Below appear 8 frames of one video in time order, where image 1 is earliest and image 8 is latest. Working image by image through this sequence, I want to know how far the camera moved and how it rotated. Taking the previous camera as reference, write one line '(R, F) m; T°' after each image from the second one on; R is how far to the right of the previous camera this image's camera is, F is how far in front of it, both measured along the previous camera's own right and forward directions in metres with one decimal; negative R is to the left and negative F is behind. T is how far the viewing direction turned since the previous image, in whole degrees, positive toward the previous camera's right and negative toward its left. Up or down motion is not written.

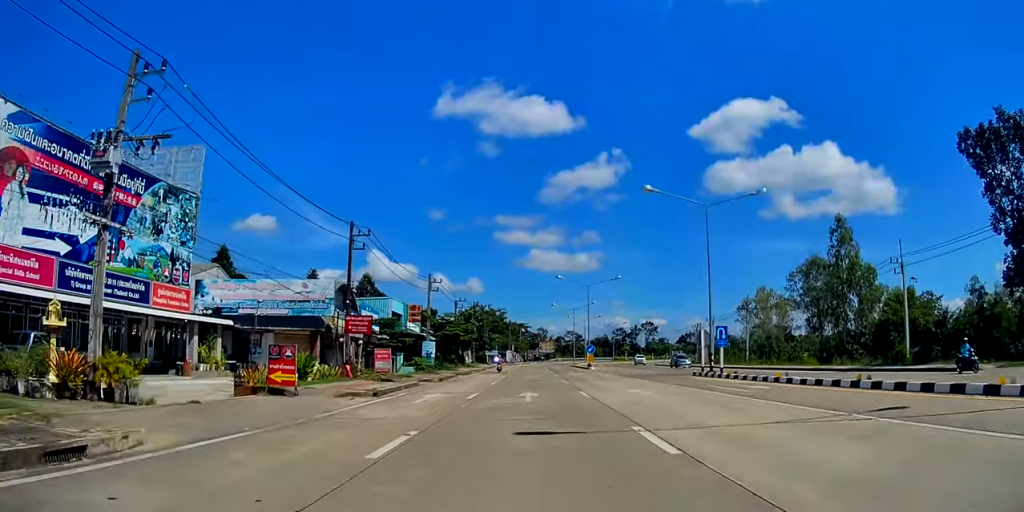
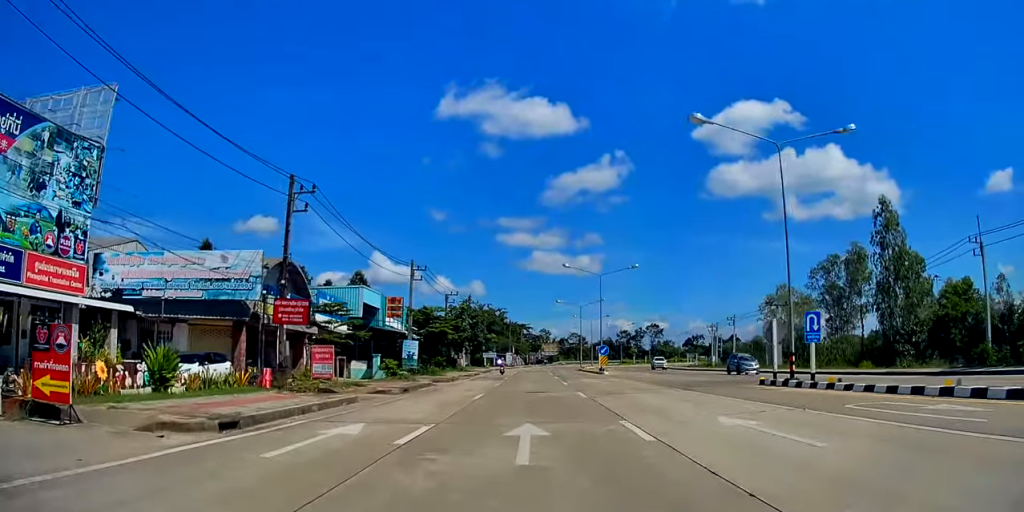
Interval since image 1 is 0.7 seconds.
(-0.1, +10.3) m; -1°
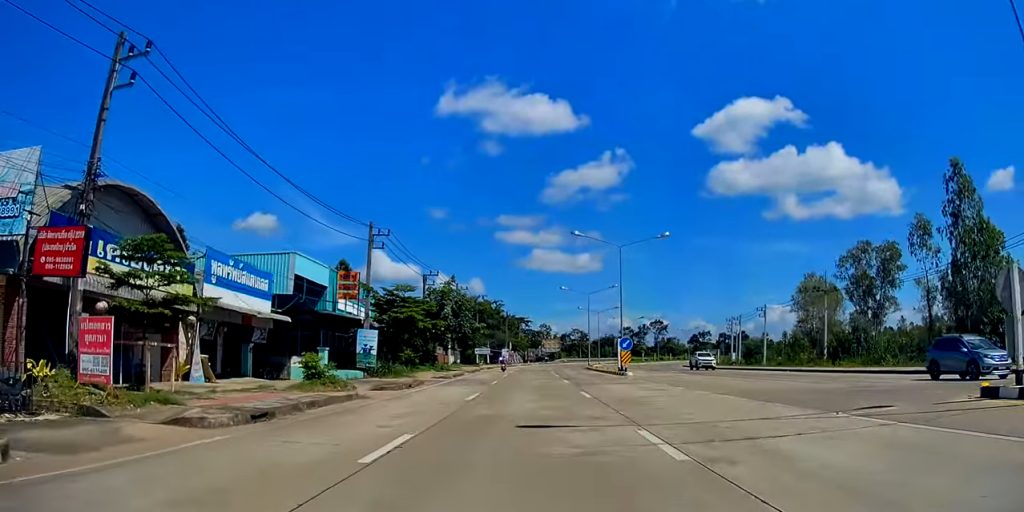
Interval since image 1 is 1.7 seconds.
(-0.1, +13.5) m; -1°
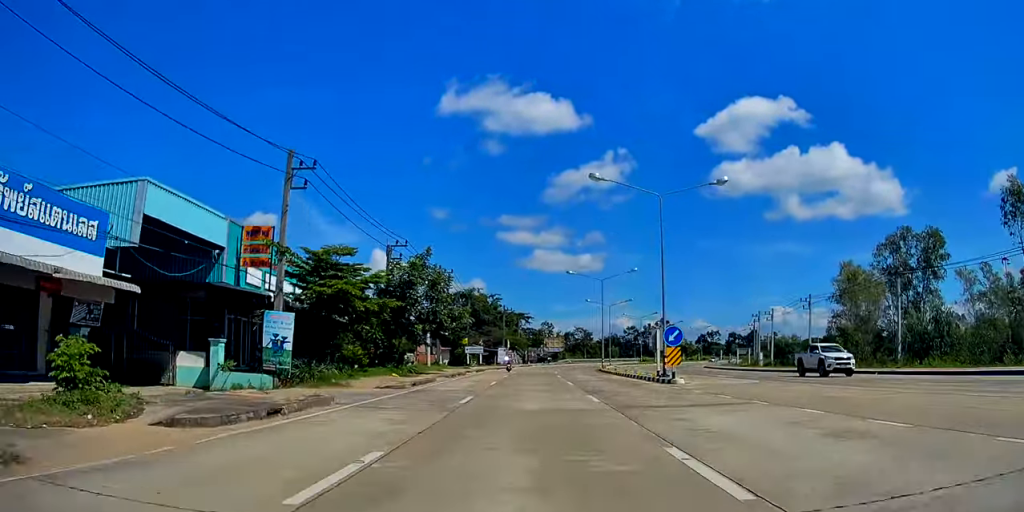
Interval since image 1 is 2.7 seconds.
(0.0, +14.3) m; 0°
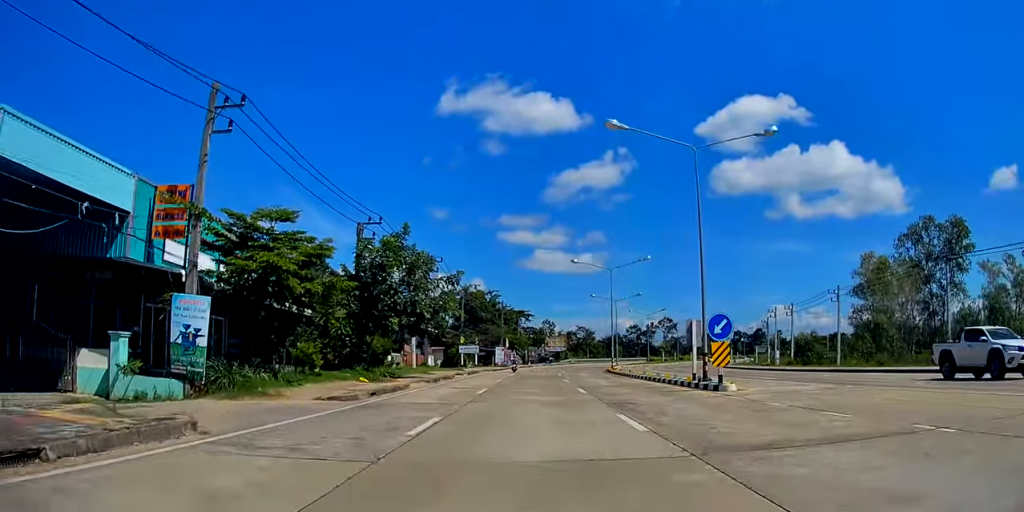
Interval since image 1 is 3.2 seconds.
(0.0, +7.1) m; 0°
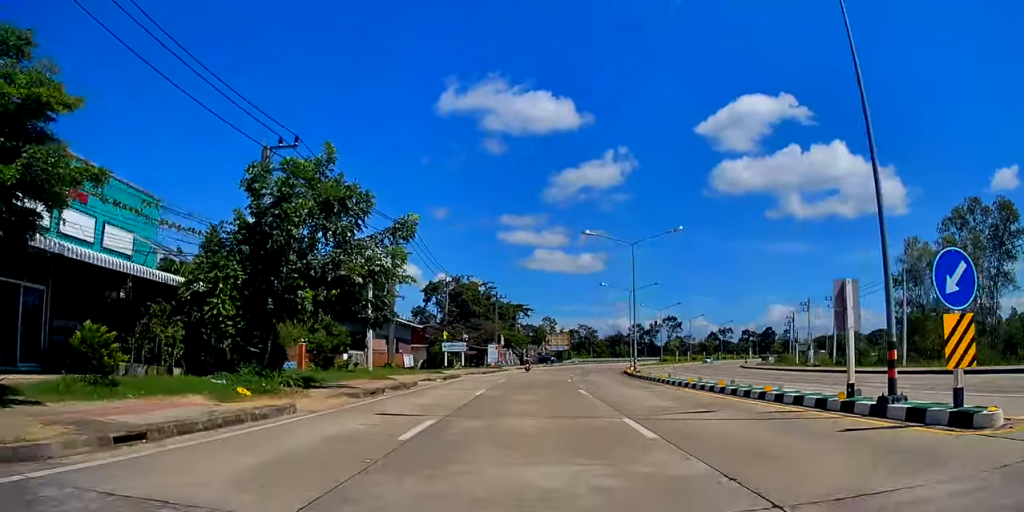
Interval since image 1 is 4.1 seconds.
(+0.2, +12.9) m; +1°
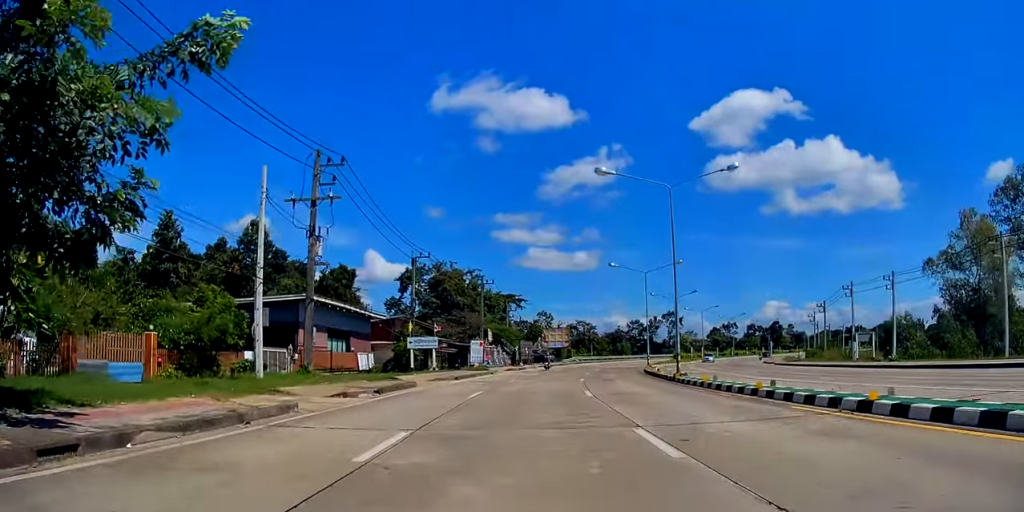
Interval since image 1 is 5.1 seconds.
(+0.1, +13.8) m; +2°
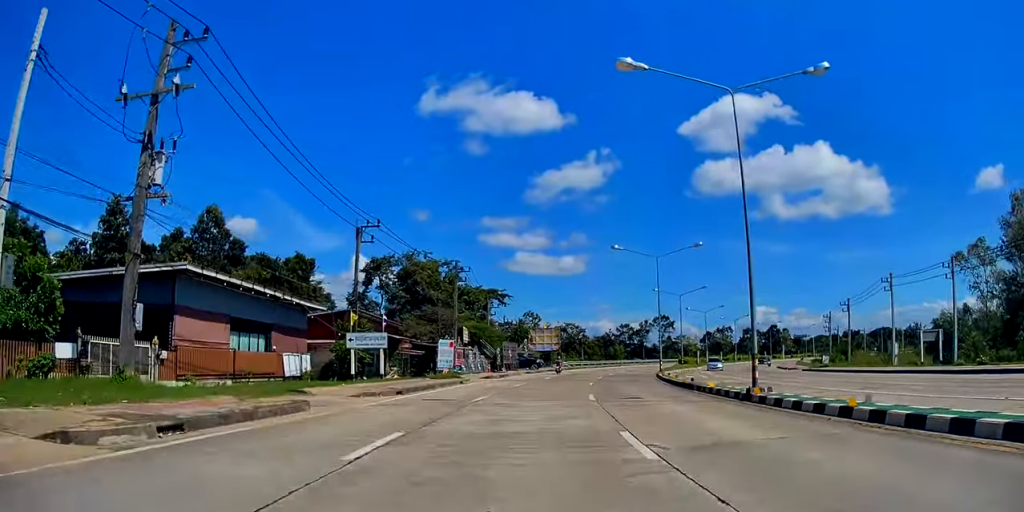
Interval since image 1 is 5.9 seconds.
(+0.3, +11.8) m; +2°
